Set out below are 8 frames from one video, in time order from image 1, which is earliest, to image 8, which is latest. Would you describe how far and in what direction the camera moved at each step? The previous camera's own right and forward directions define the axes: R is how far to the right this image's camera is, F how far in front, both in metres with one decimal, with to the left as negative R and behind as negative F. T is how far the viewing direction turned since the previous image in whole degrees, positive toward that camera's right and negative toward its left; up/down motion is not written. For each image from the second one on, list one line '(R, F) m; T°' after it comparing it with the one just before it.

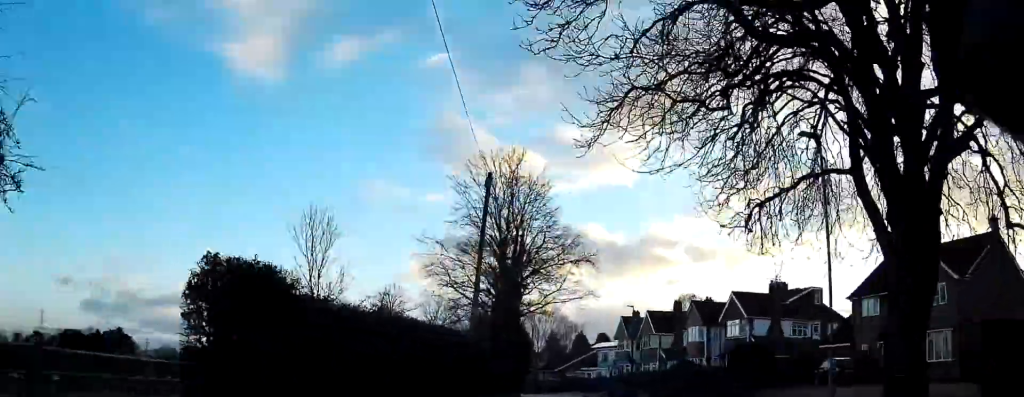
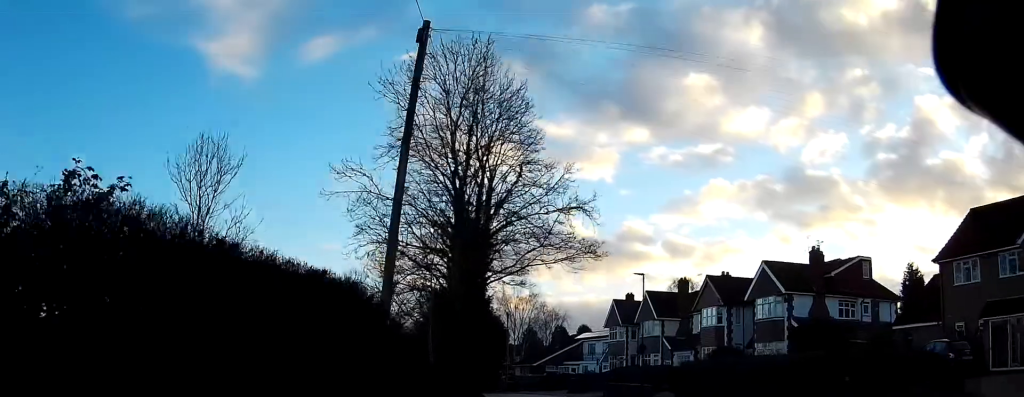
(+0.5, +13.4) m; +3°
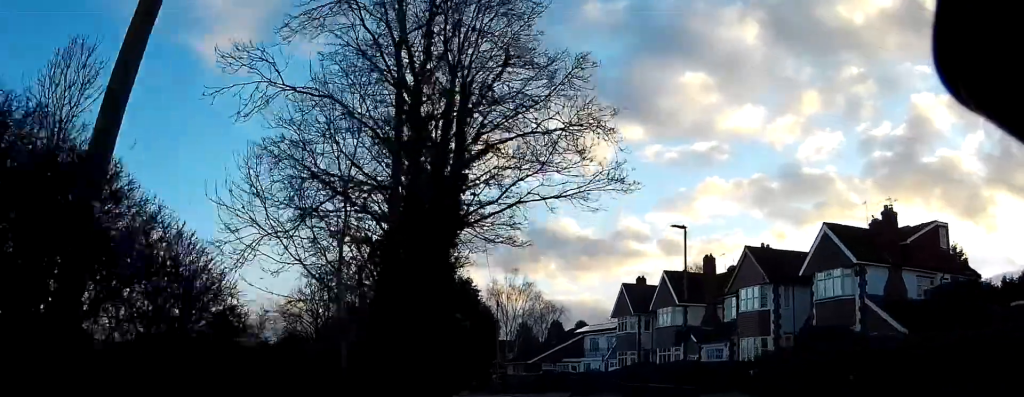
(+0.2, +11.1) m; +2°
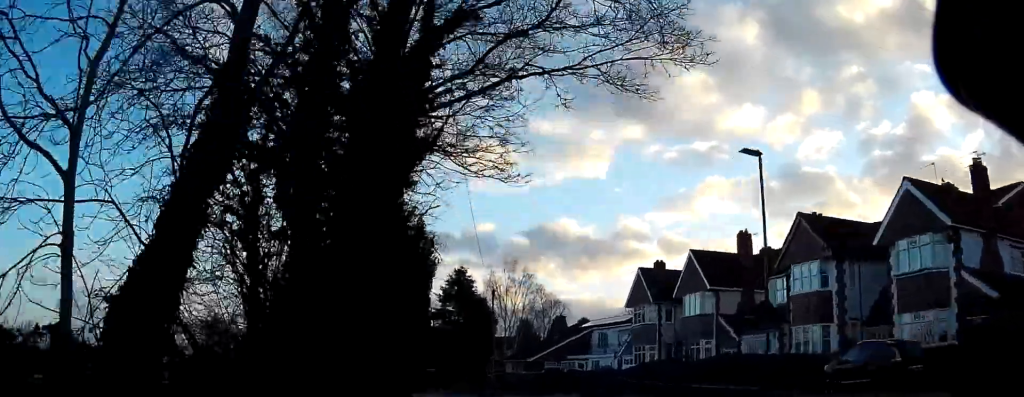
(0.0, +8.7) m; +1°
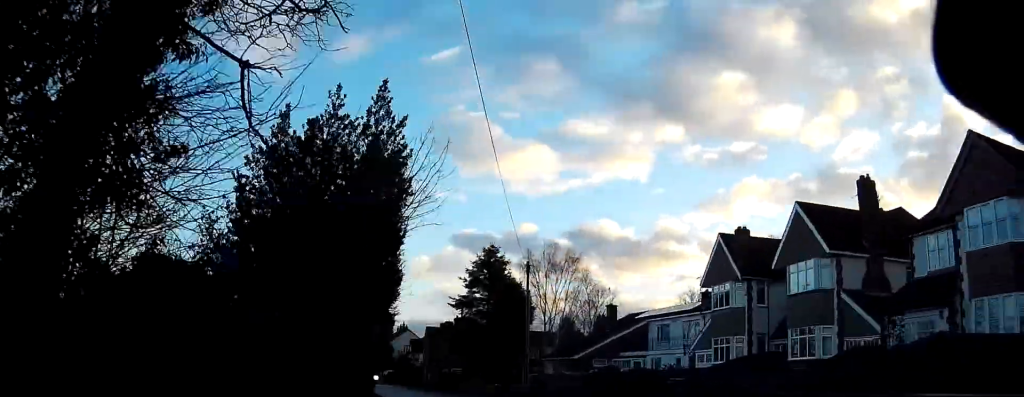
(+0.5, +12.7) m; 0°
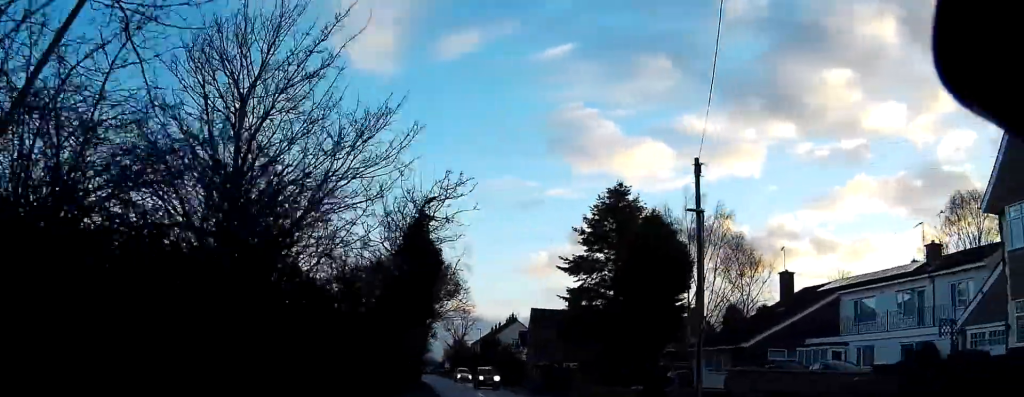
(-1.2, +18.9) m; -7°
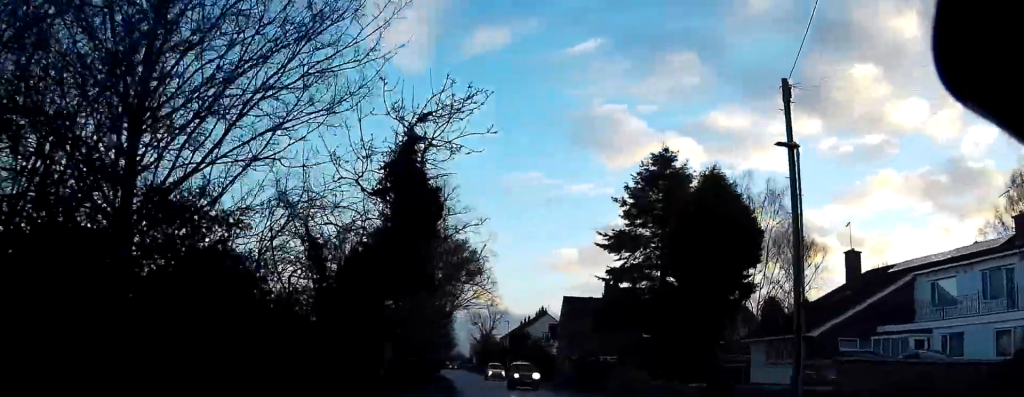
(0.0, +5.9) m; -2°
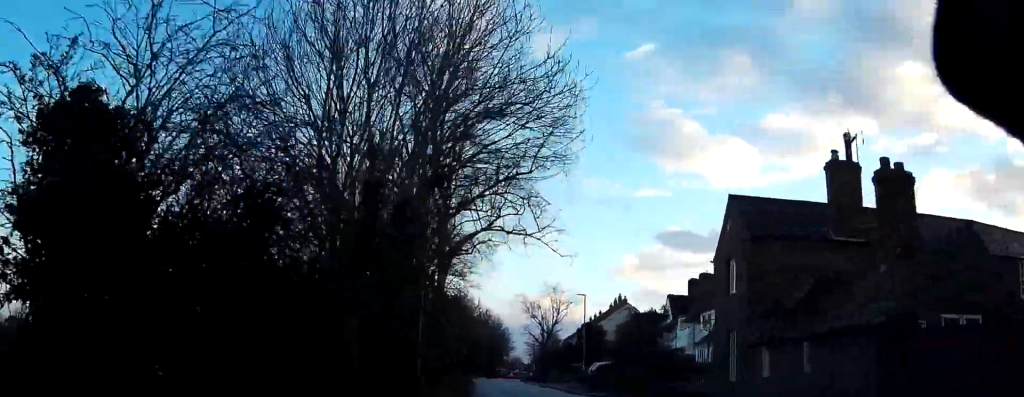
(-3.7, +32.7) m; -11°
